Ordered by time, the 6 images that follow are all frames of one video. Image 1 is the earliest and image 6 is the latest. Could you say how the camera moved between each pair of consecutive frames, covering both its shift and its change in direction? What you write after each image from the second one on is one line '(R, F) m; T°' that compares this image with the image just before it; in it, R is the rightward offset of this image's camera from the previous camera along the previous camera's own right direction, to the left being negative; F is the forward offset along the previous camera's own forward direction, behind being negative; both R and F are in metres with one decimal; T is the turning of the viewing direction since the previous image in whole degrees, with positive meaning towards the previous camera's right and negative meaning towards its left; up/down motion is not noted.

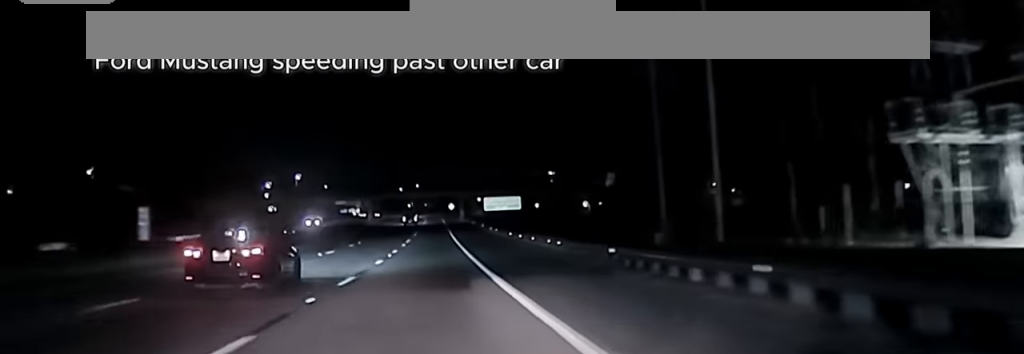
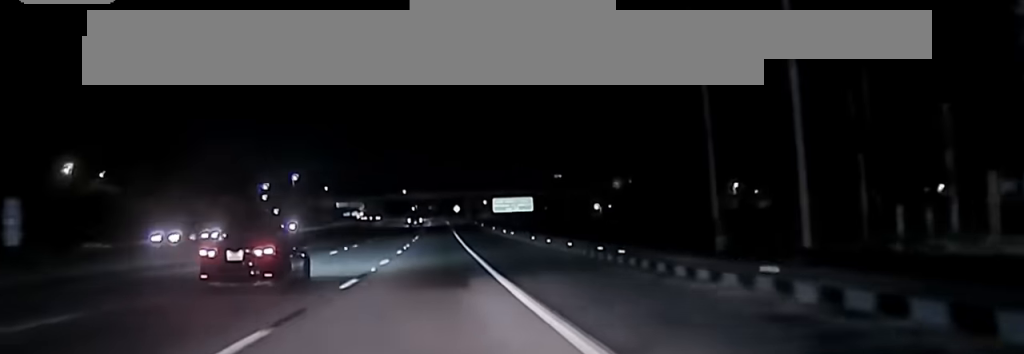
(0.0, +11.5) m; 0°
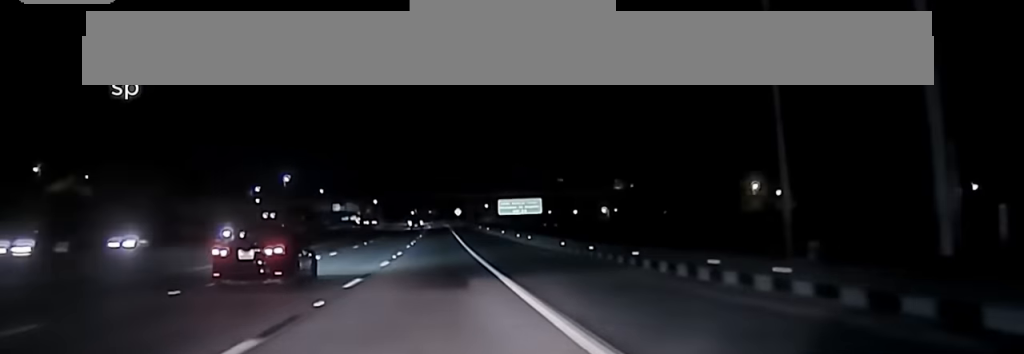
(0.0, +10.9) m; 0°
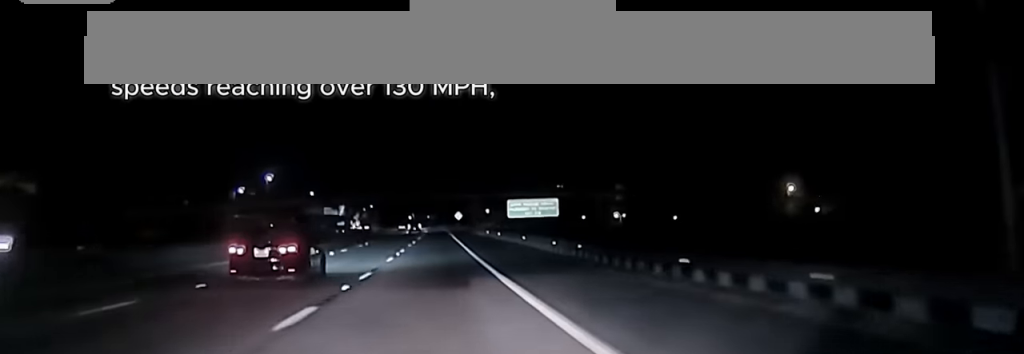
(0.0, +18.2) m; 0°
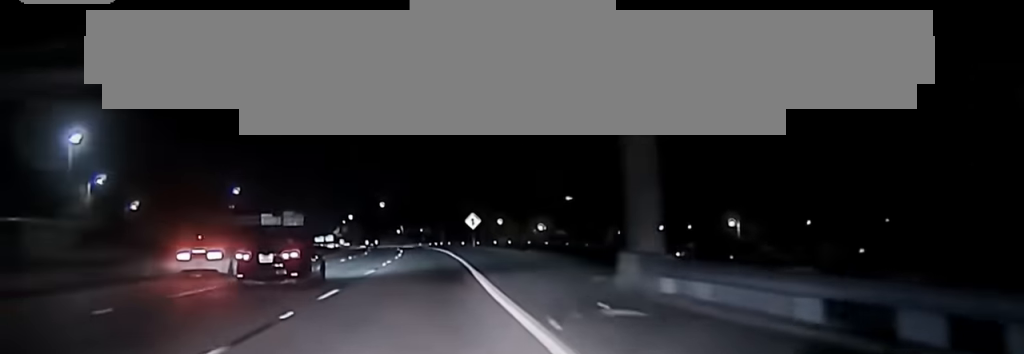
(+0.1, +101.0) m; 0°
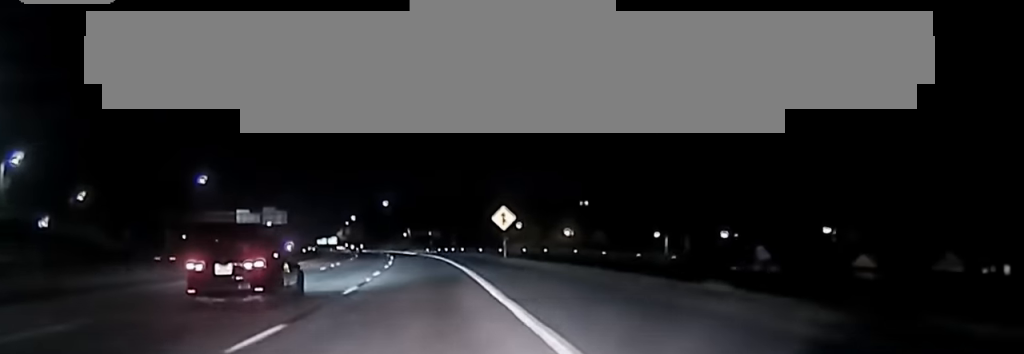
(-0.3, +41.7) m; -1°
